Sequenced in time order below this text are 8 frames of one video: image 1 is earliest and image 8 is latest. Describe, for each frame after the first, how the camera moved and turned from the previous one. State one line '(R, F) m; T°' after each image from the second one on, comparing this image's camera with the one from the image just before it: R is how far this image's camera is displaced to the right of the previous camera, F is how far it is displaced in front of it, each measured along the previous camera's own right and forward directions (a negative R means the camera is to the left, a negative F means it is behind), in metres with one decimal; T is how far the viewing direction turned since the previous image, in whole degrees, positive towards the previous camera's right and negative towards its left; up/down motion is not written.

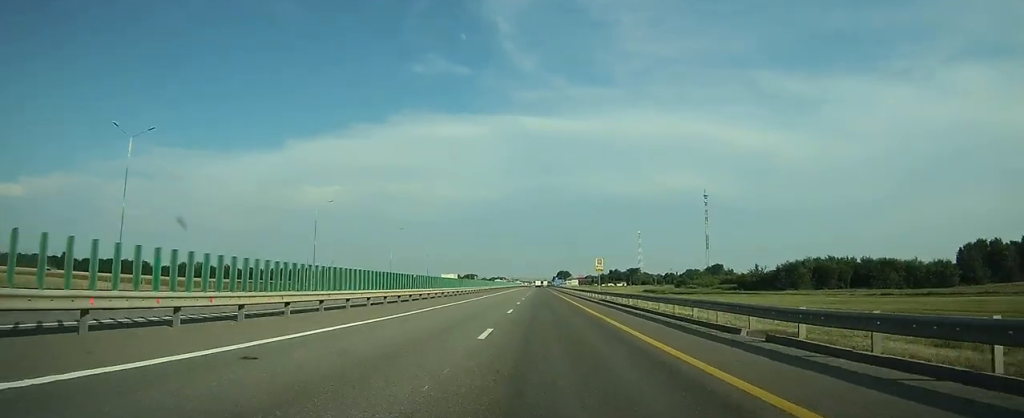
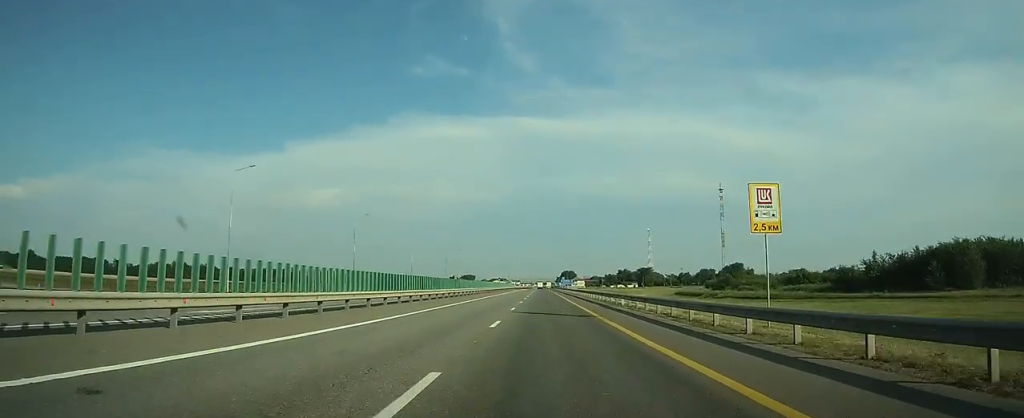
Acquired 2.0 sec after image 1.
(+0.1, +57.0) m; 0°
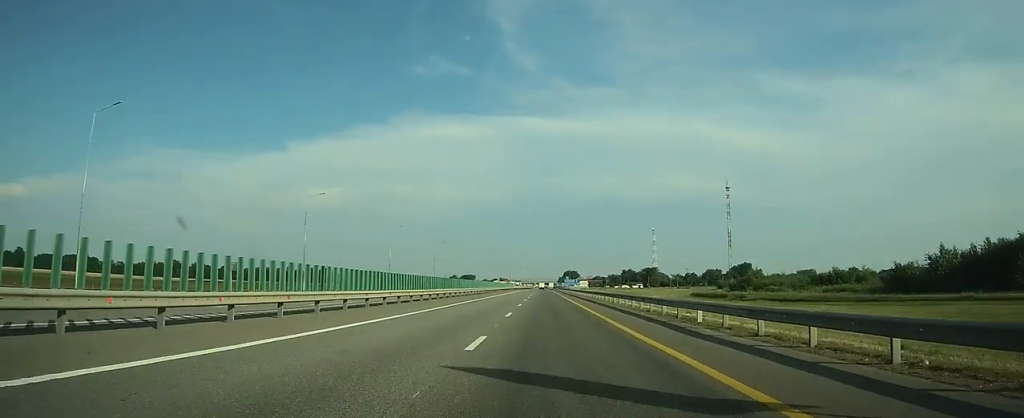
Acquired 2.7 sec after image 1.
(0.0, +18.6) m; 0°
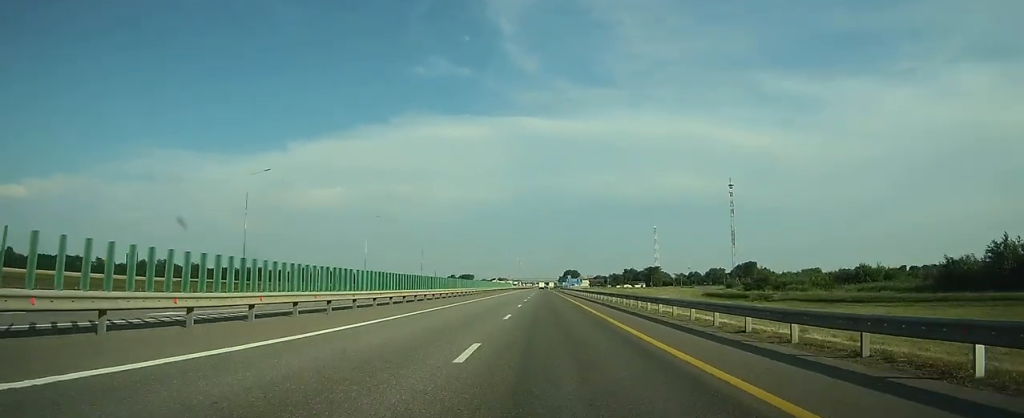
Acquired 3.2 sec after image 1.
(0.0, +13.9) m; 0°
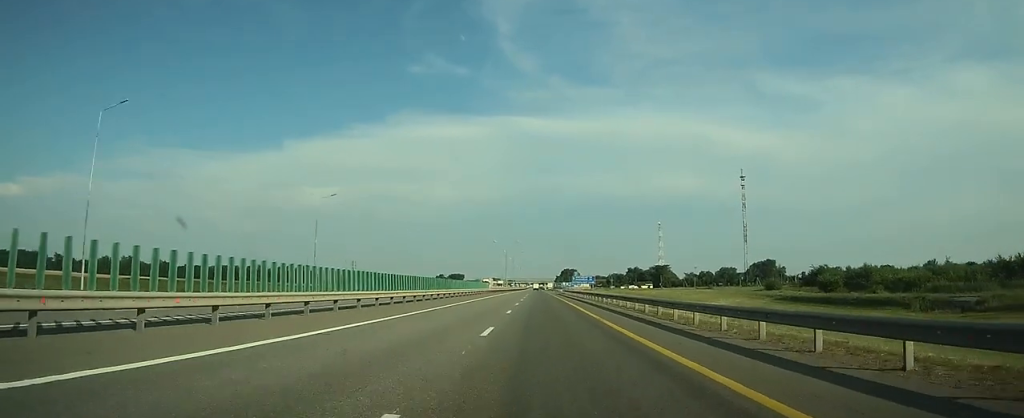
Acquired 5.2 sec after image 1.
(-0.1, +55.5) m; 0°
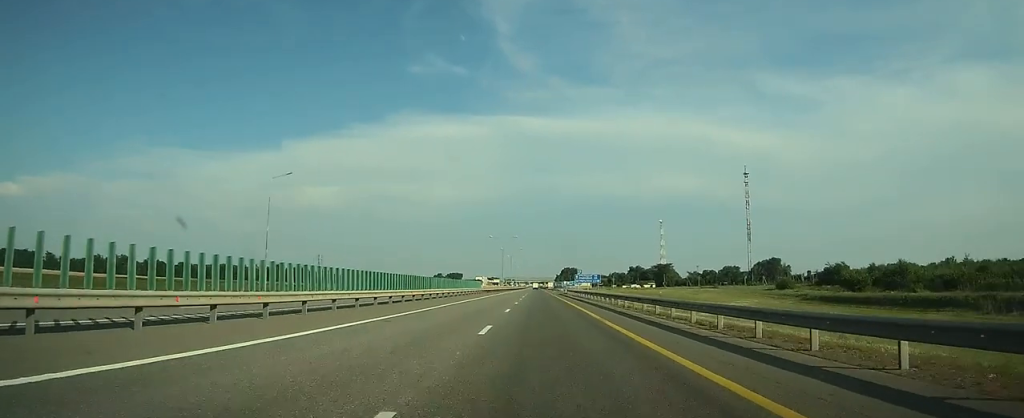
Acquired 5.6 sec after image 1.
(0.0, +12.0) m; 0°
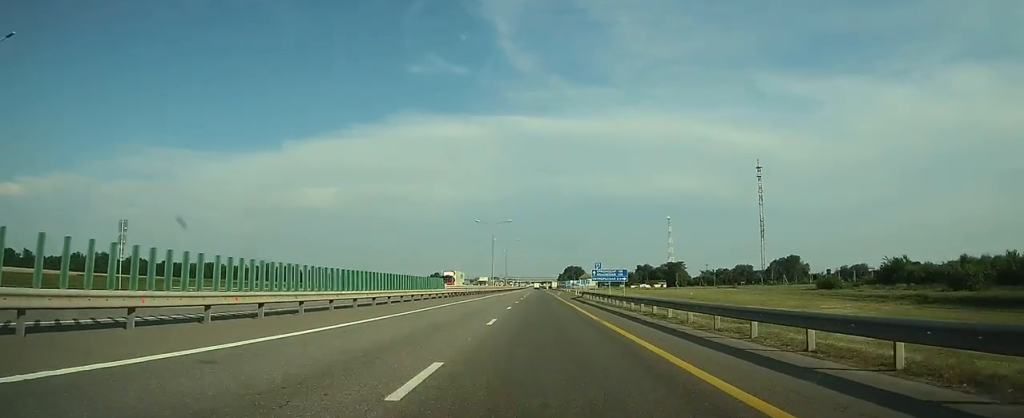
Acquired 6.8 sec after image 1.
(0.0, +33.1) m; 0°
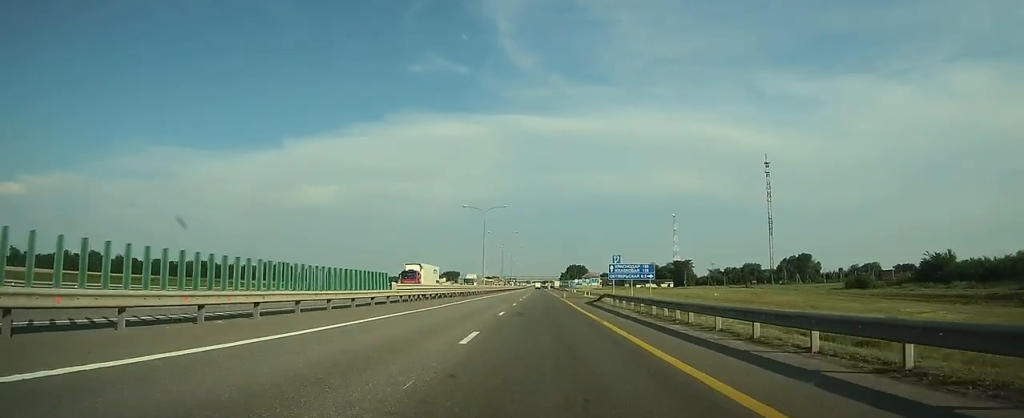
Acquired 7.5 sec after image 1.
(0.0, +18.3) m; 0°
